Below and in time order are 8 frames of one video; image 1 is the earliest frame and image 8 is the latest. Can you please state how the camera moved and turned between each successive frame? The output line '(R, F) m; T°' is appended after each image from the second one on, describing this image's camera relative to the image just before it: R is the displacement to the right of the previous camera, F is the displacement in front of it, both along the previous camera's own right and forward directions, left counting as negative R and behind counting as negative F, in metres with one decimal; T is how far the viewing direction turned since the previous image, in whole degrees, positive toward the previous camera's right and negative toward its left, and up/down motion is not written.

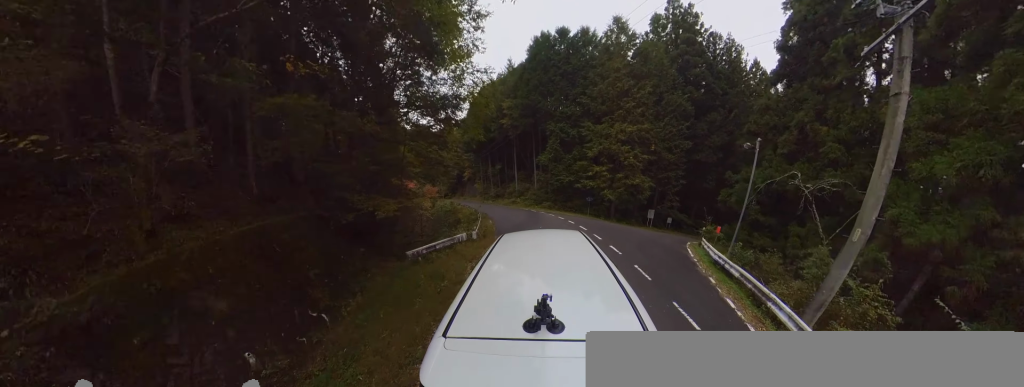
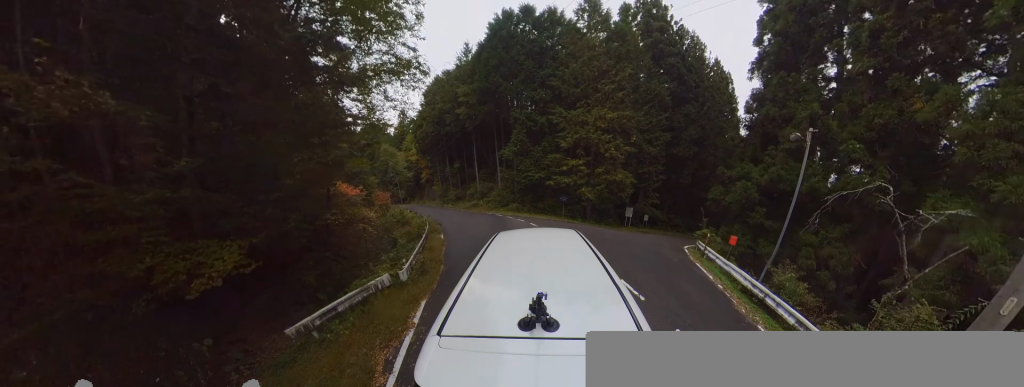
(+0.5, +4.5) m; +32°
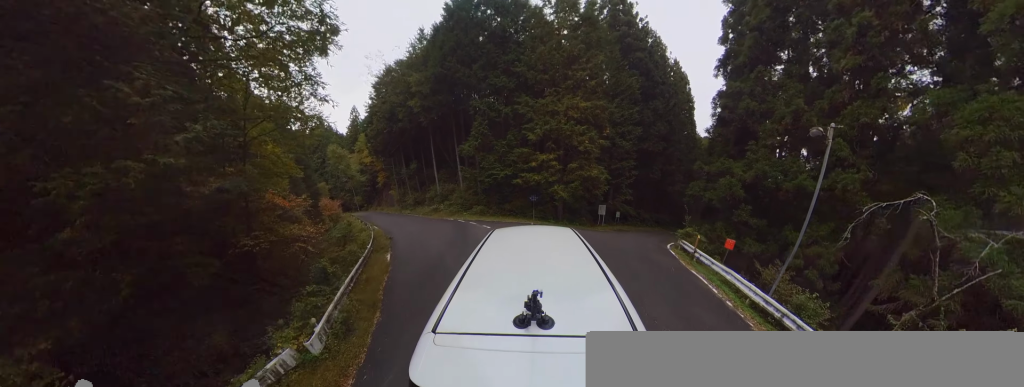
(+0.1, +2.7) m; +25°
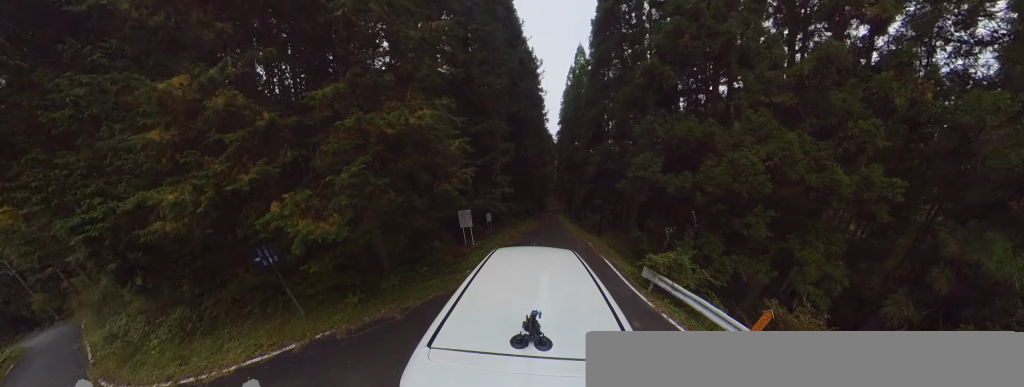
(+4.5, +16.8) m; +13°
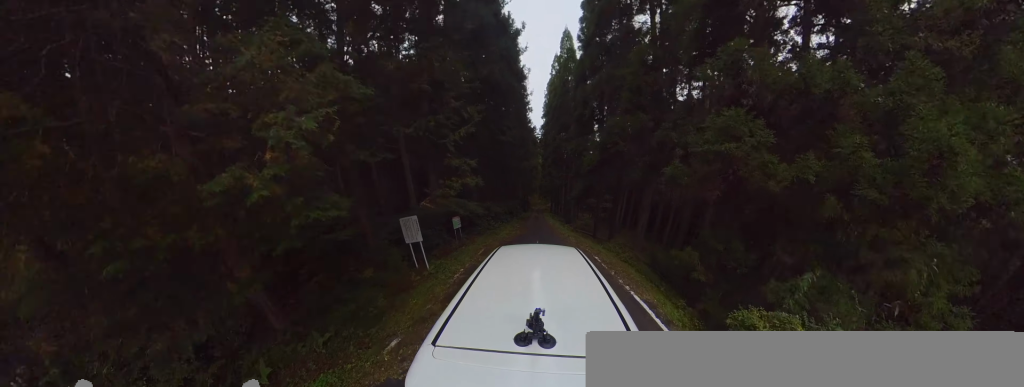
(+0.4, +4.9) m; -1°
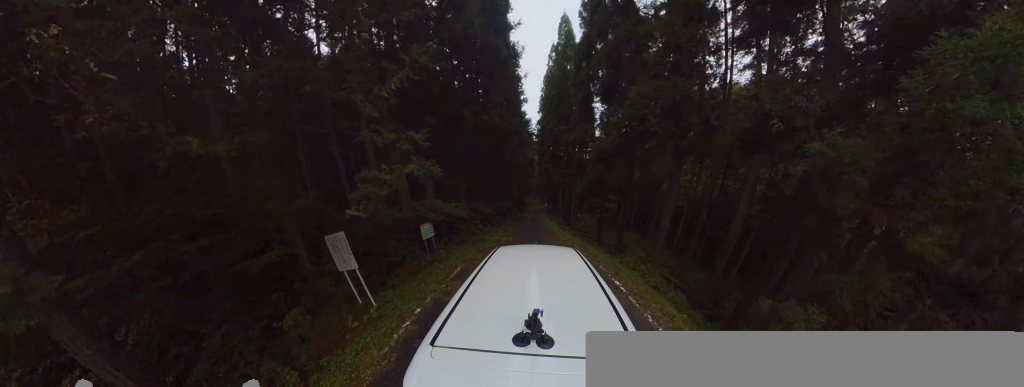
(-0.6, +3.2) m; -2°
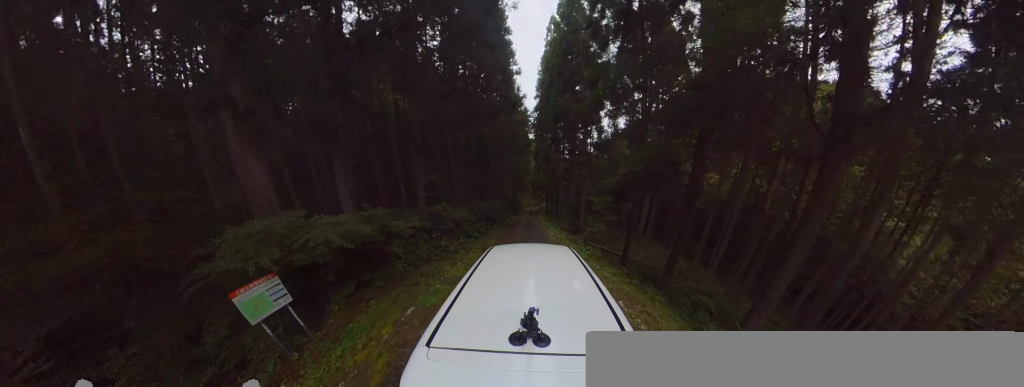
(+0.1, +6.8) m; 0°
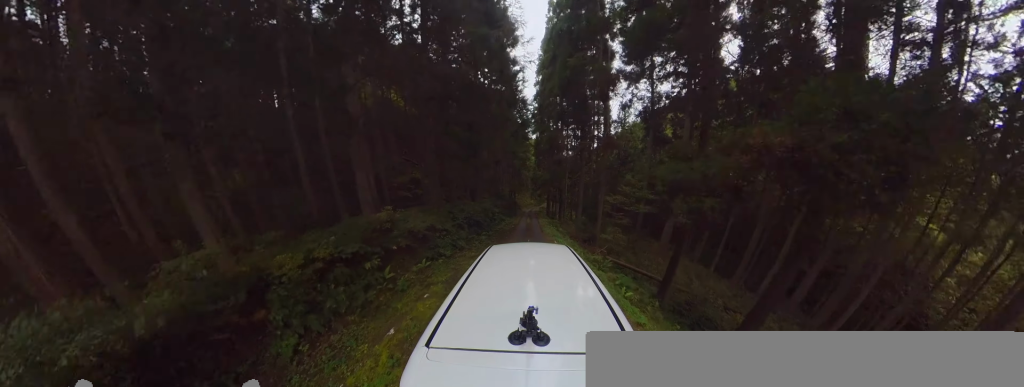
(+0.3, +4.4) m; 0°
